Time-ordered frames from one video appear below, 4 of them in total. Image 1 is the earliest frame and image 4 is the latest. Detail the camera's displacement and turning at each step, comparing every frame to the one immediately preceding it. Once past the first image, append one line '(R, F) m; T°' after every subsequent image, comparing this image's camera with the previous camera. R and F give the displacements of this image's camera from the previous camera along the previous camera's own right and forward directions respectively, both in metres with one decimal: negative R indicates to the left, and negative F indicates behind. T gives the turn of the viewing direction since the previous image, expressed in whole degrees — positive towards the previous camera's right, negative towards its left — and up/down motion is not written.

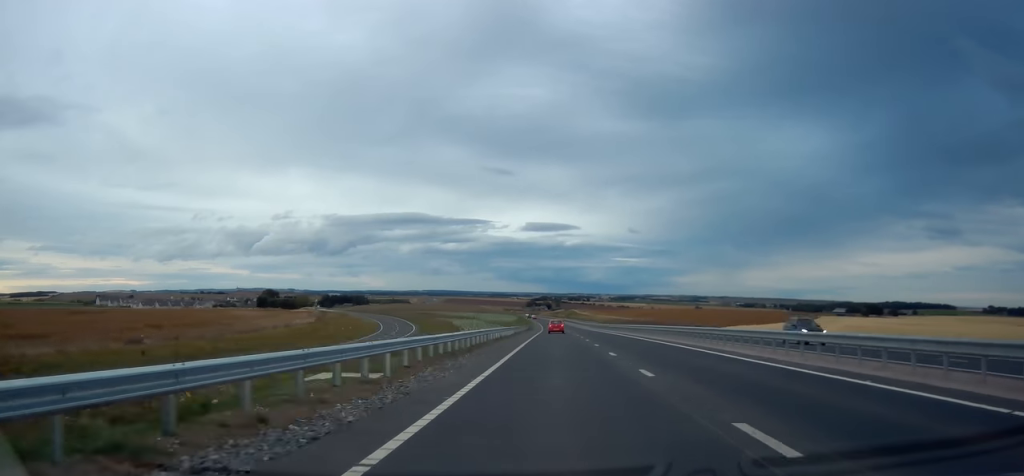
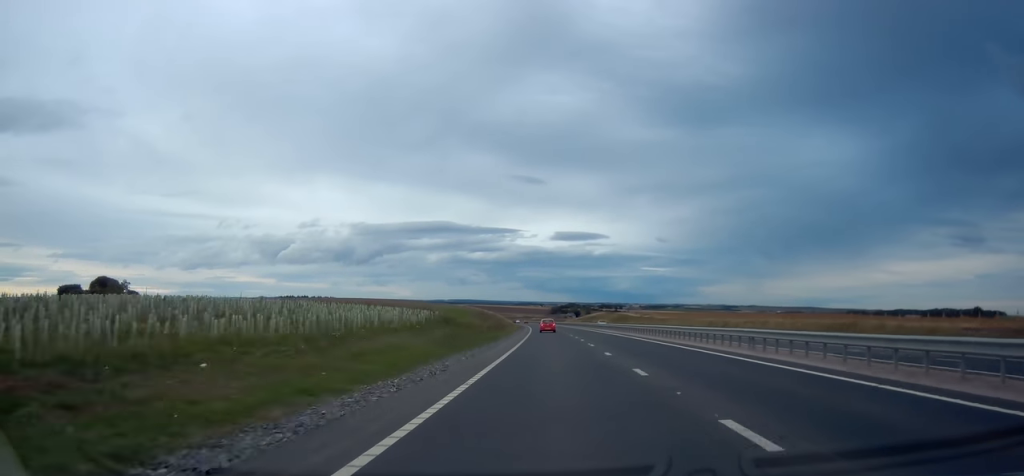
(-1.8, +189.3) m; -2°
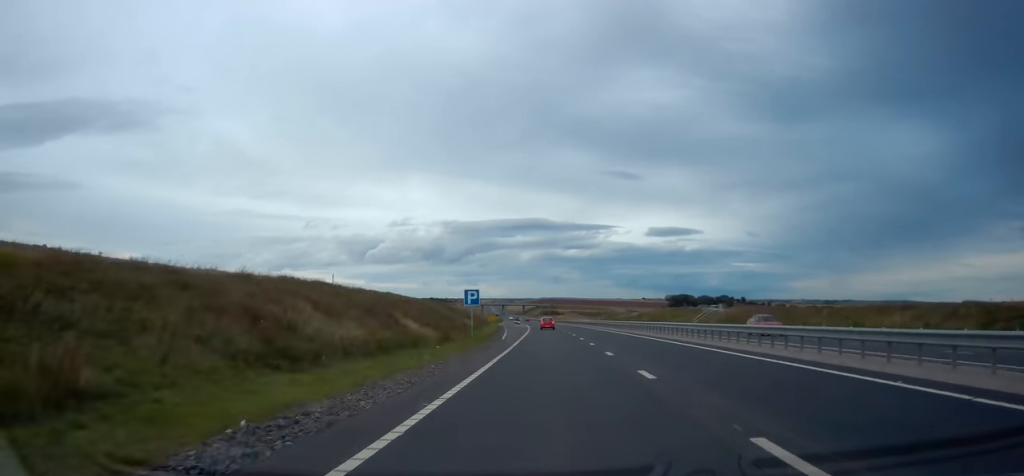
(-25.7, +388.5) m; -8°
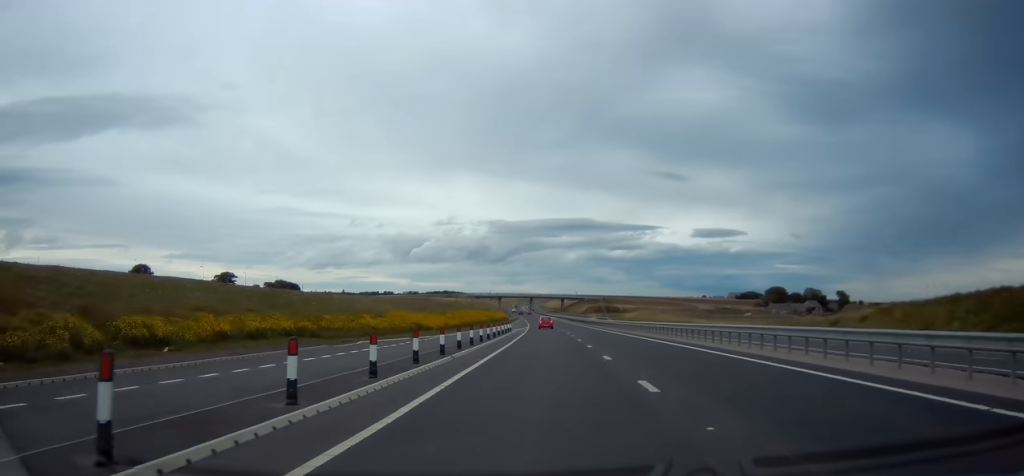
(-5.0, +174.1) m; -4°
